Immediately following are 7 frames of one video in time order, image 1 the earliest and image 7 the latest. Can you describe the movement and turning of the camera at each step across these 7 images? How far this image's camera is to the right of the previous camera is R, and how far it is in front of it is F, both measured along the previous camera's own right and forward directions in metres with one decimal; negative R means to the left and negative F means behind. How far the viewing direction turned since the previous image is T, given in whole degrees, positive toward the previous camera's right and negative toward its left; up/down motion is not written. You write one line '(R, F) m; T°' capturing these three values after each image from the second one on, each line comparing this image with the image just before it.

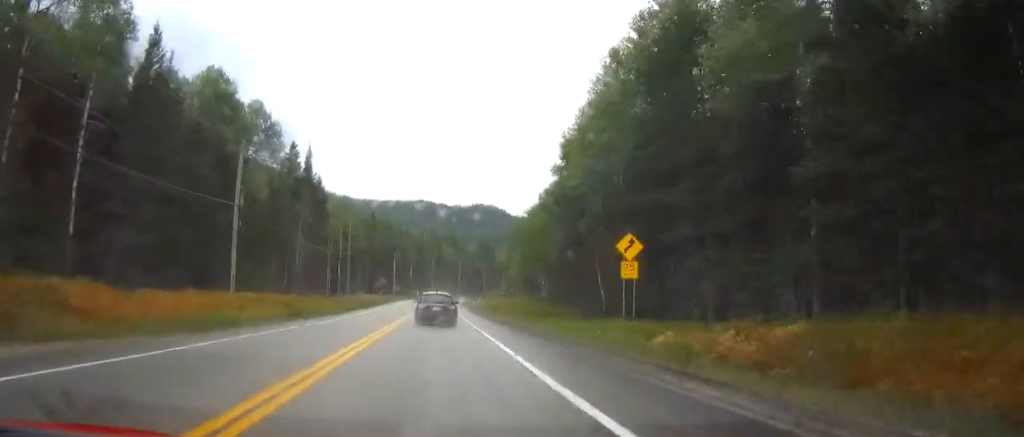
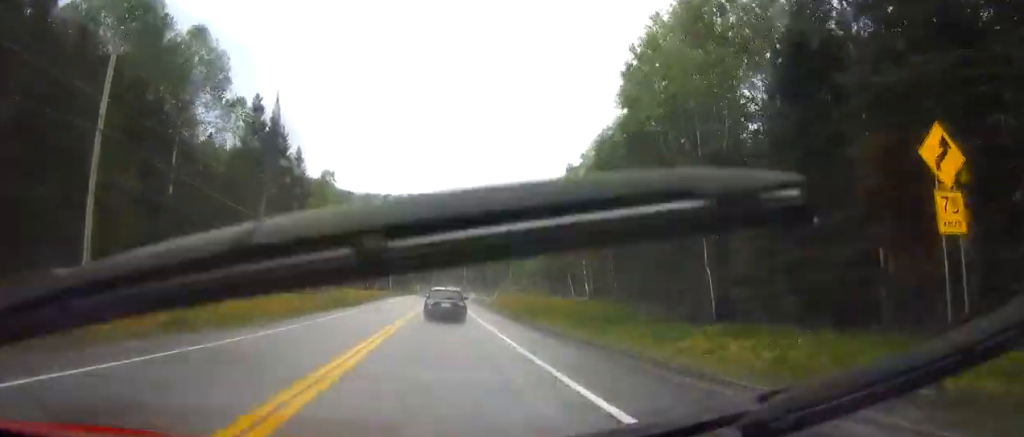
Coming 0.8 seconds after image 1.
(0.0, +20.1) m; 0°
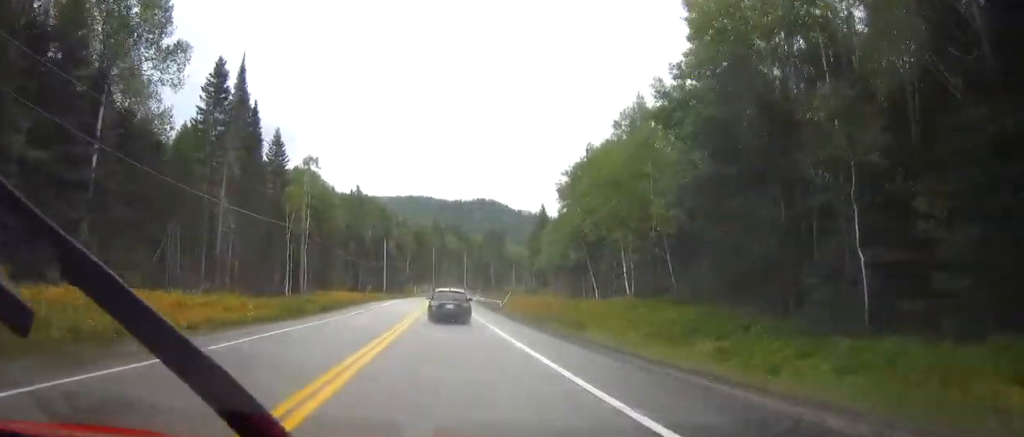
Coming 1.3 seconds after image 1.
(0.0, +12.6) m; 0°
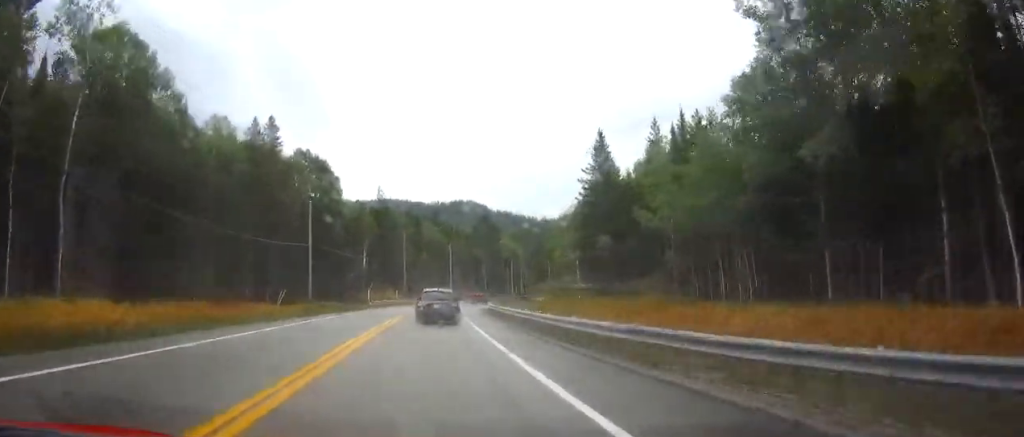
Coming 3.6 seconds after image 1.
(+0.5, +56.7) m; +2°
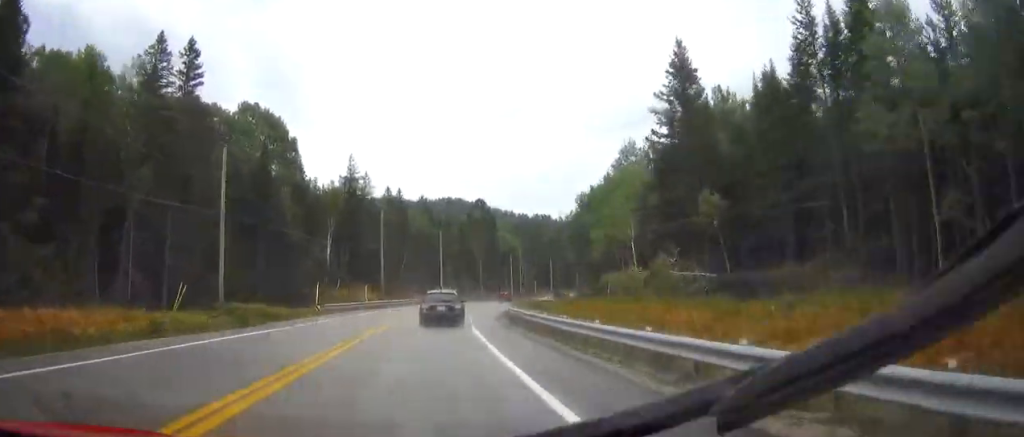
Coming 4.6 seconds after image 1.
(+0.5, +24.8) m; +2°
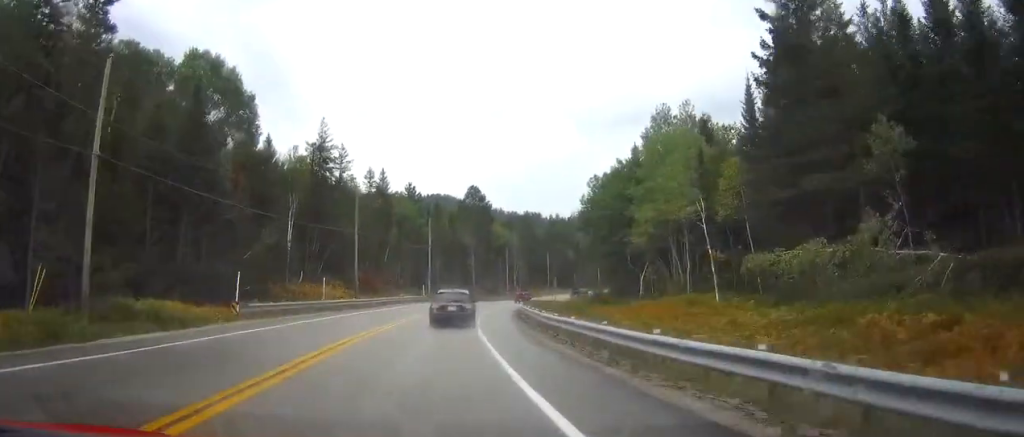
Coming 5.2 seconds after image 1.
(+0.3, +15.7) m; +1°
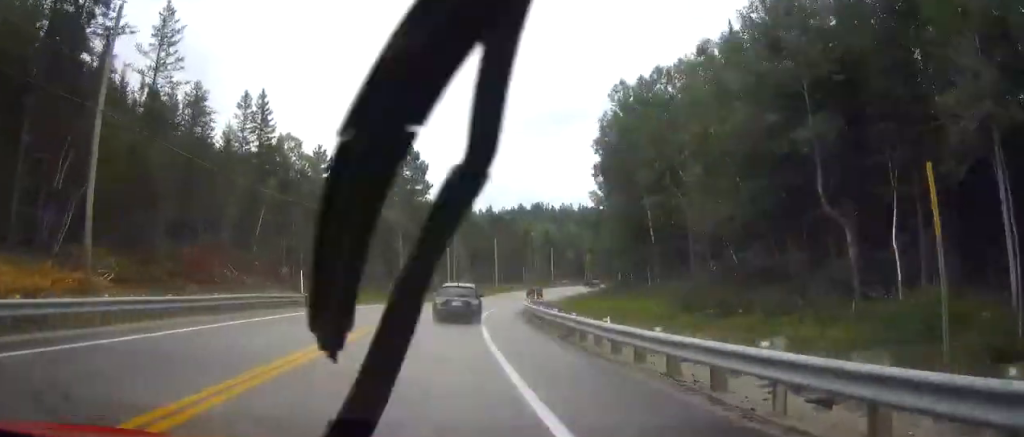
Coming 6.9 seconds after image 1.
(+0.1, +42.0) m; +2°
